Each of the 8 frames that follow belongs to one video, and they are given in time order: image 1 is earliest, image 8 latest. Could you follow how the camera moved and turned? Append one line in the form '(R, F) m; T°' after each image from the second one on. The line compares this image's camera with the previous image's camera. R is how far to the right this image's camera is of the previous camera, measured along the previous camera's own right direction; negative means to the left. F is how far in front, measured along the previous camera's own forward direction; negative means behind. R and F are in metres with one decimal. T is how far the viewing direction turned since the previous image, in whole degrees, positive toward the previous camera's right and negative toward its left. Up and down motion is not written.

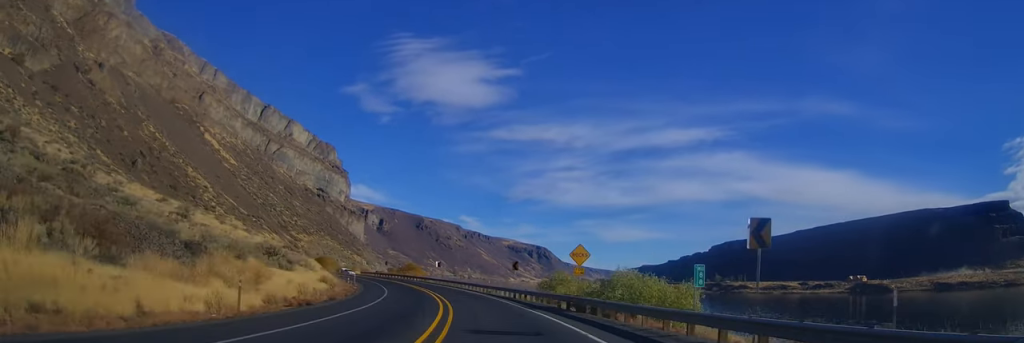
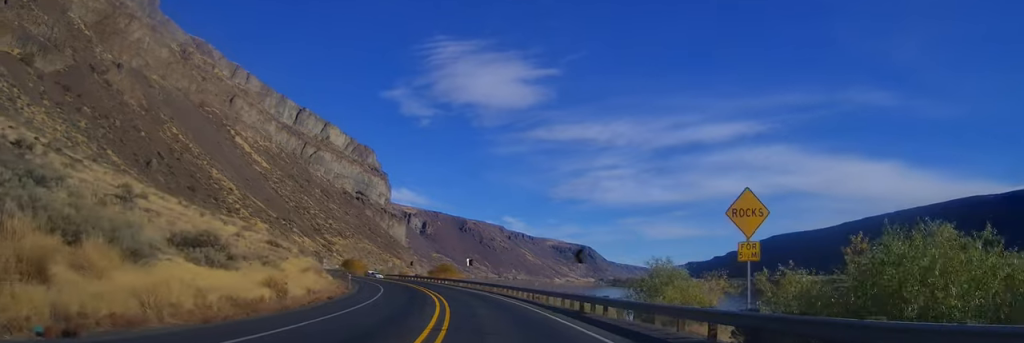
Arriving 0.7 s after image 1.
(-0.3, +18.5) m; -3°
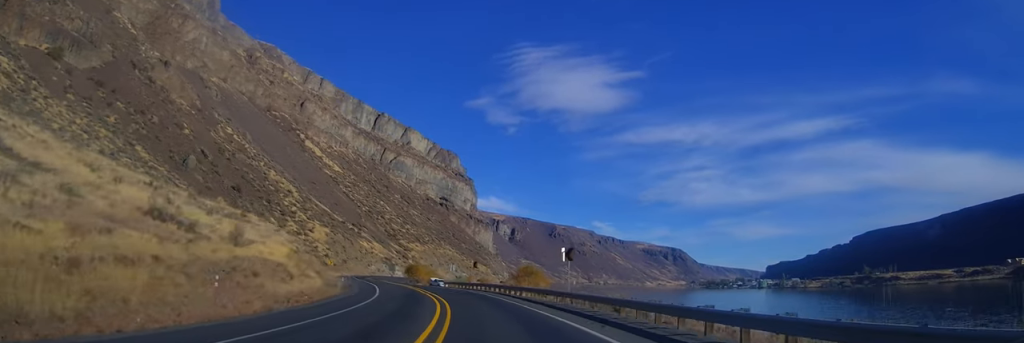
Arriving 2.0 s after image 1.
(-2.3, +32.8) m; -9°
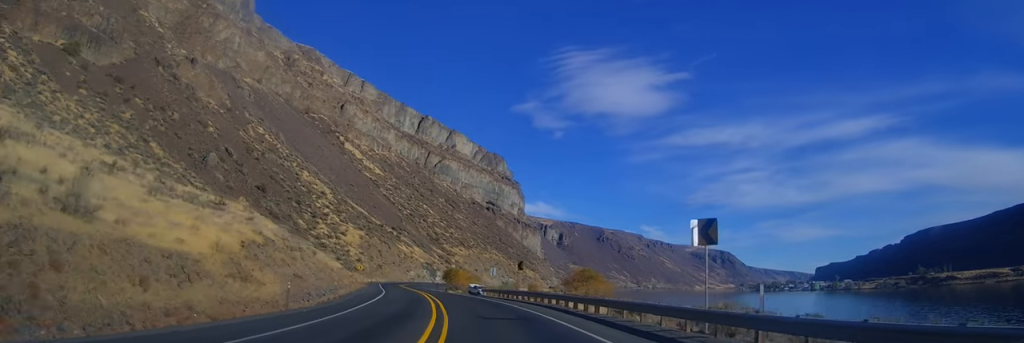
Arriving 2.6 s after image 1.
(-0.6, +17.1) m; -5°
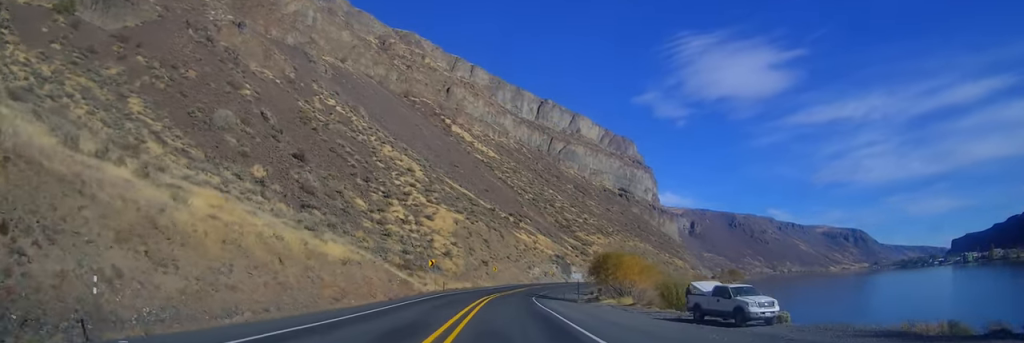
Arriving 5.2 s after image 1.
(-10.4, +63.1) m; -16°
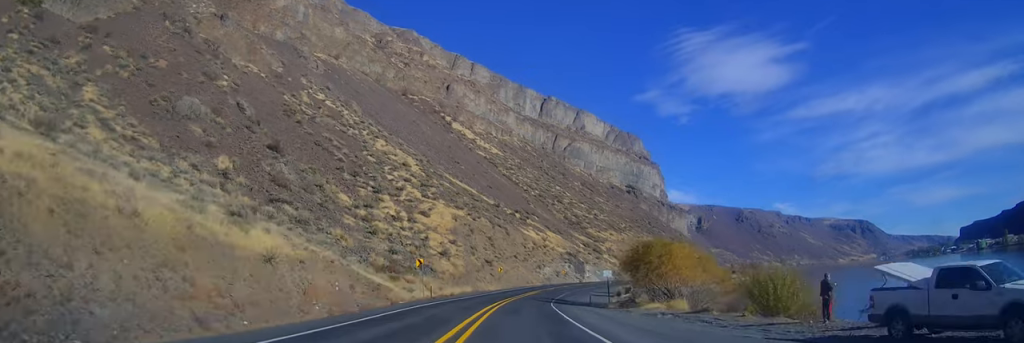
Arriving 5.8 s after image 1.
(-0.3, +15.3) m; -1°
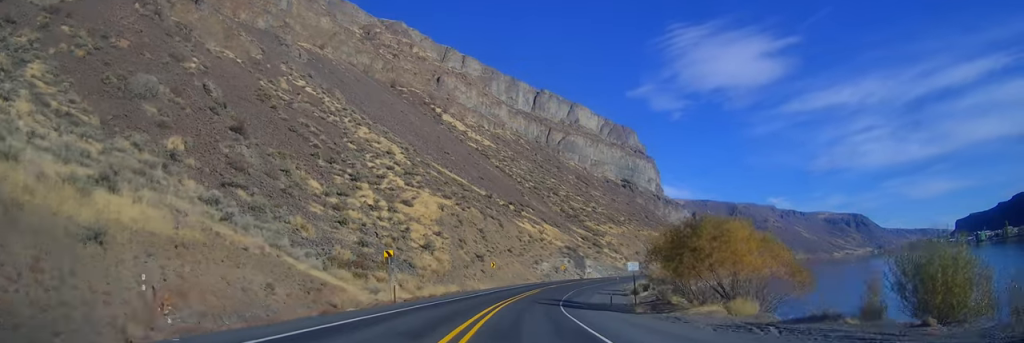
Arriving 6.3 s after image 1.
(+0.2, +12.9) m; 0°
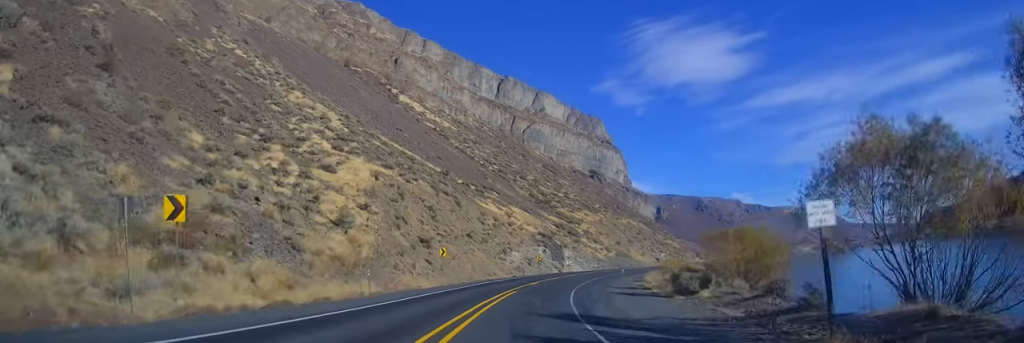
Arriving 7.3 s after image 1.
(-0.3, +28.0) m; +1°
